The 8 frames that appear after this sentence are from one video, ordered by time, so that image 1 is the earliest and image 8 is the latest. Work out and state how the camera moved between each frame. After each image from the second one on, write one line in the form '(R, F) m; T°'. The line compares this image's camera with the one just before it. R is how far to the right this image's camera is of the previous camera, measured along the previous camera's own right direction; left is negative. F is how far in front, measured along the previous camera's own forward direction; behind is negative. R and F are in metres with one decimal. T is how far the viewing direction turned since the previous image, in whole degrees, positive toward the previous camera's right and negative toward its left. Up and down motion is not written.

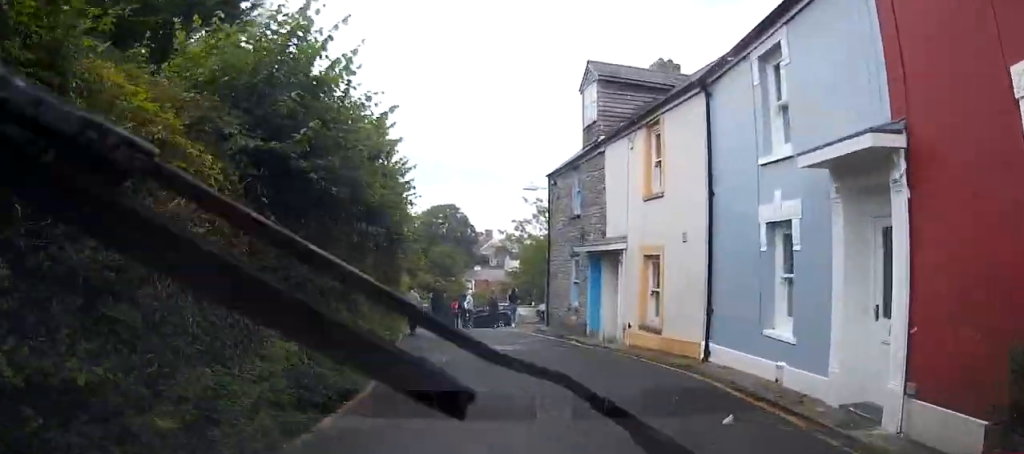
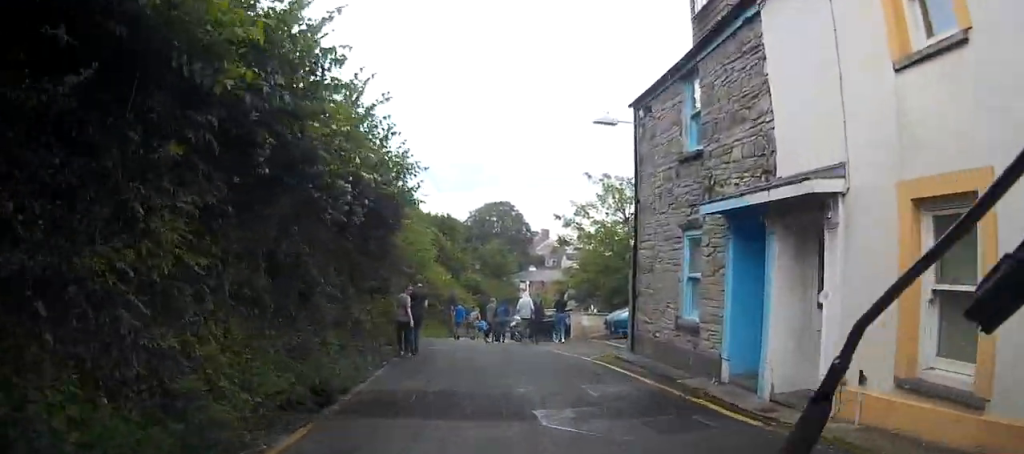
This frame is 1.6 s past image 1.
(+0.7, +8.2) m; +8°
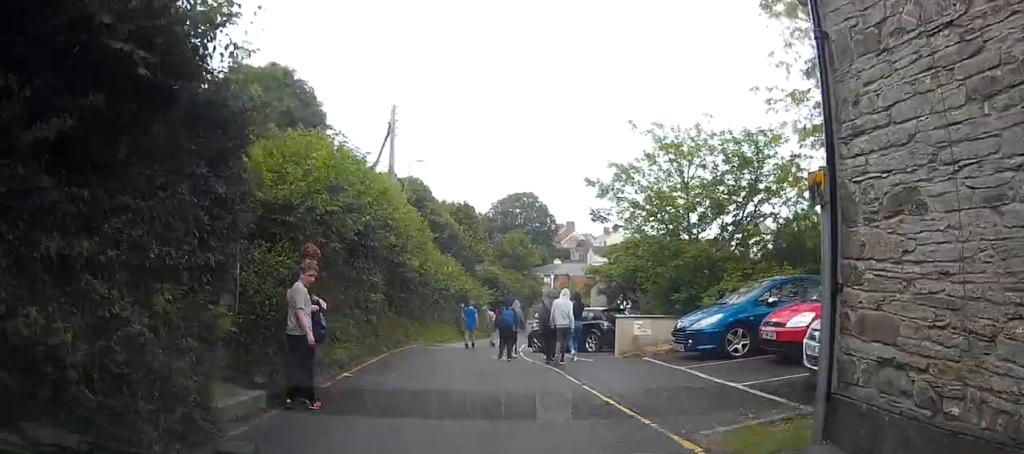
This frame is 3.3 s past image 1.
(0.0, +7.5) m; -1°
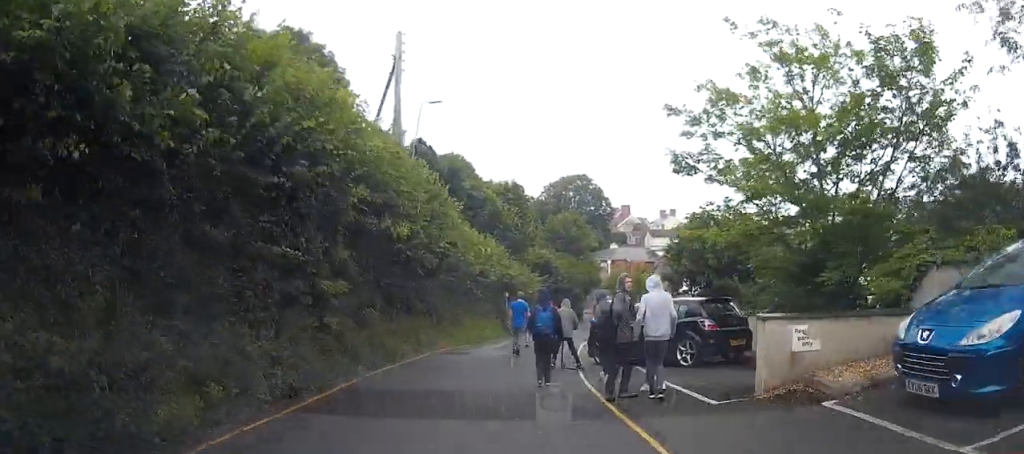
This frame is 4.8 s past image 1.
(-0.6, +6.7) m; -12°
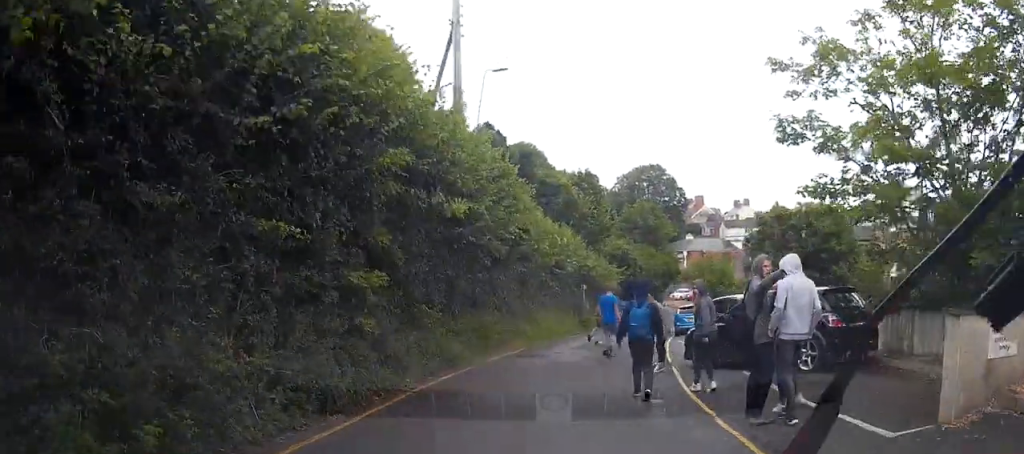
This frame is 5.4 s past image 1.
(0.0, +2.3) m; -5°
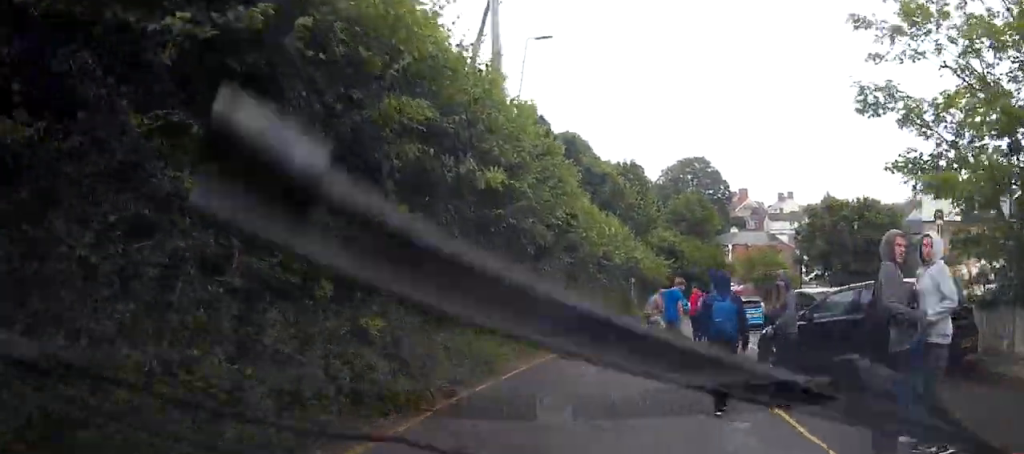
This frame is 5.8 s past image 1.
(0.0, +1.8) m; -4°
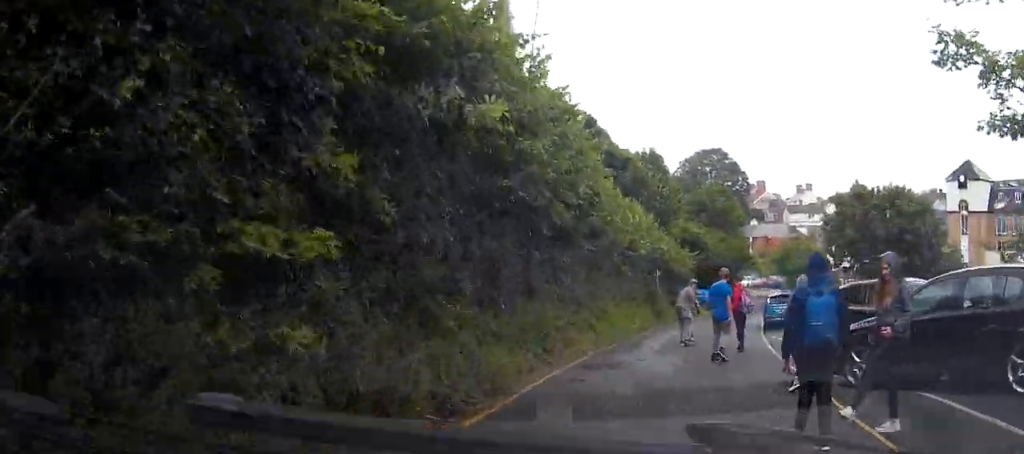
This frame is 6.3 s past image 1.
(-0.2, +2.3) m; -4°
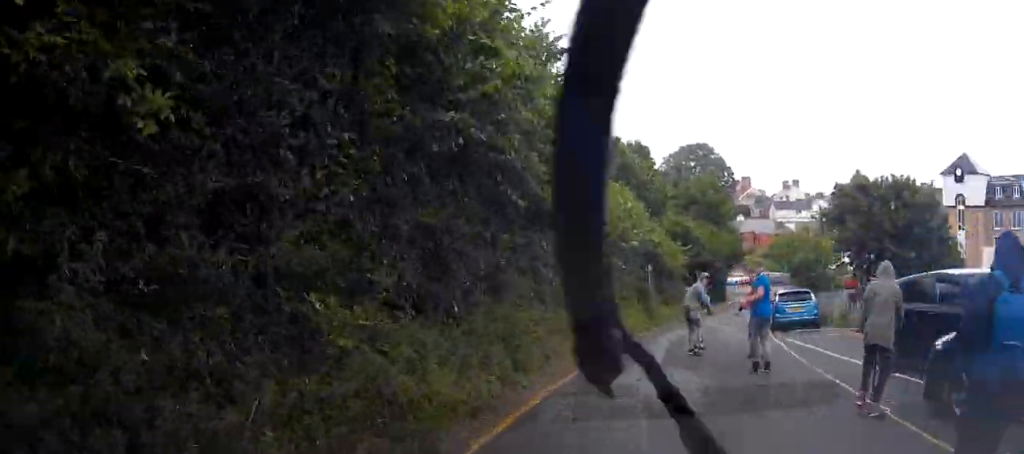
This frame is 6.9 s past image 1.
(-0.2, +3.0) m; -3°
